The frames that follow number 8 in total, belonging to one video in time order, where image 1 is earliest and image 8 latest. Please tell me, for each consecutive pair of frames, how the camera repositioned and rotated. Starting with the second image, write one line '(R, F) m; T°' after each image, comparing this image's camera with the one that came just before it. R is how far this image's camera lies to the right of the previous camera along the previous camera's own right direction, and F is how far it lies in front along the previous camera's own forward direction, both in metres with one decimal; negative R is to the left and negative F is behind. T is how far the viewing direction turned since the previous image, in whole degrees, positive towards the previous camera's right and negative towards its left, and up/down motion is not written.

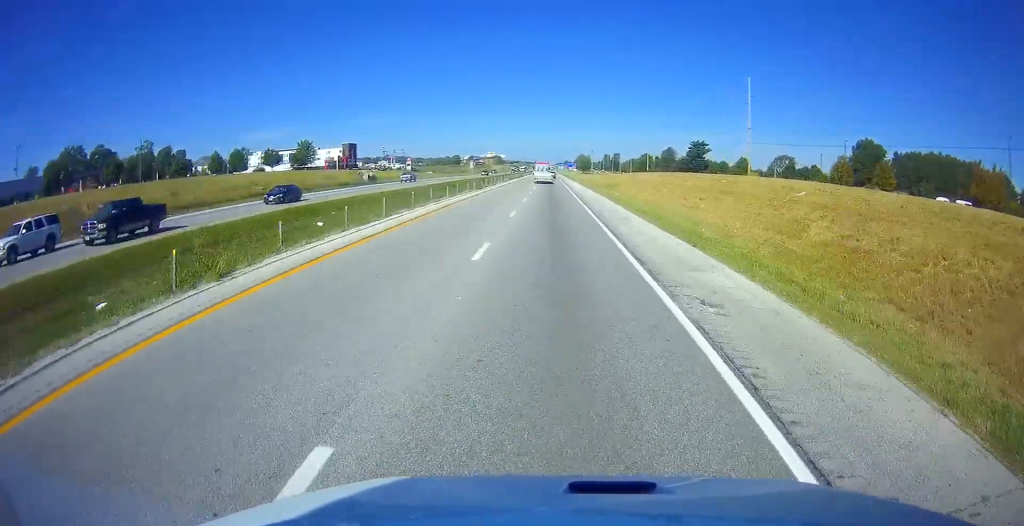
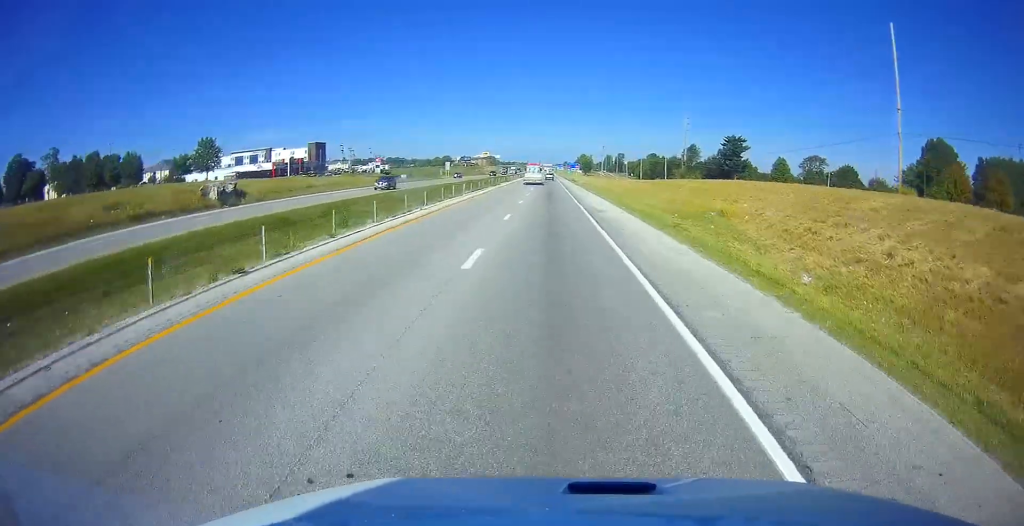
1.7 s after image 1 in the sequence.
(0.0, +49.7) m; 0°
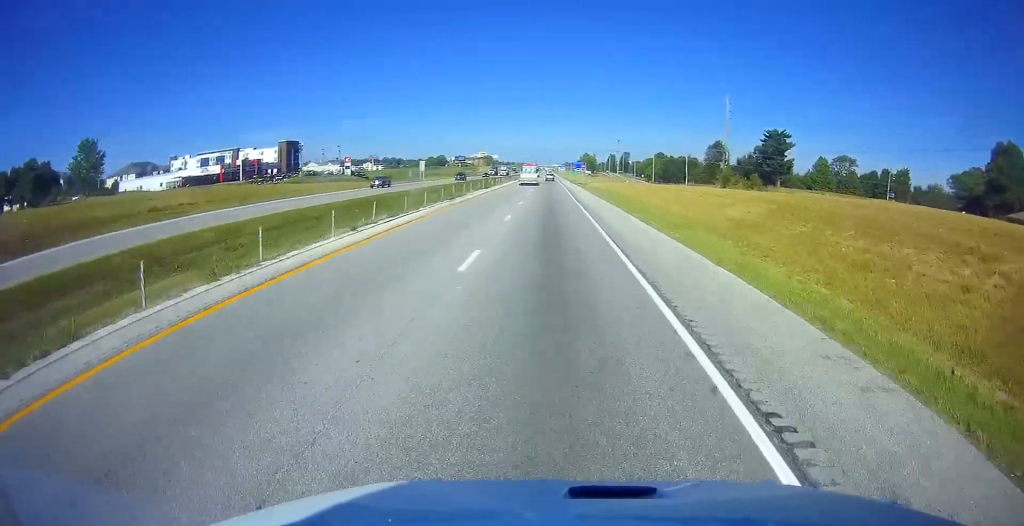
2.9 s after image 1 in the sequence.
(0.0, +36.7) m; 0°
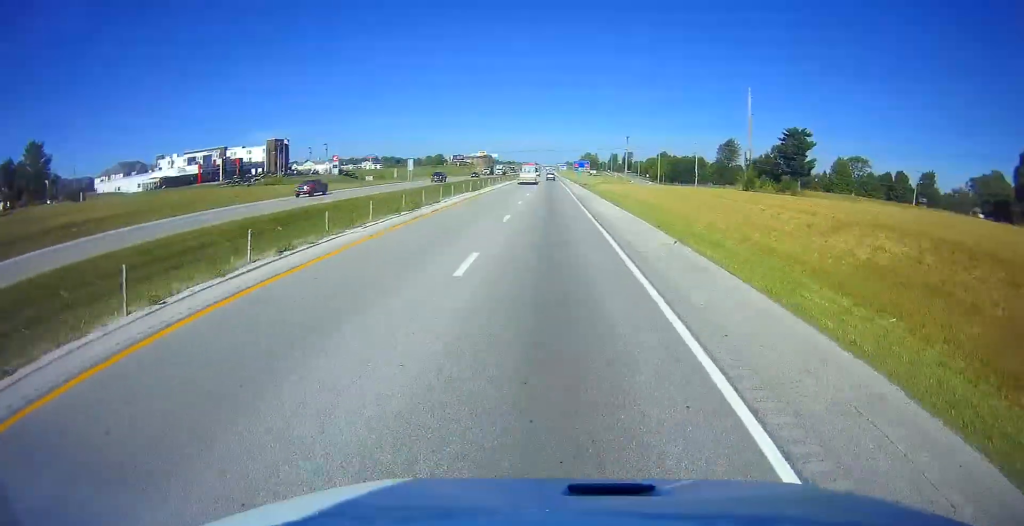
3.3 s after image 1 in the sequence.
(0.0, +12.9) m; 0°
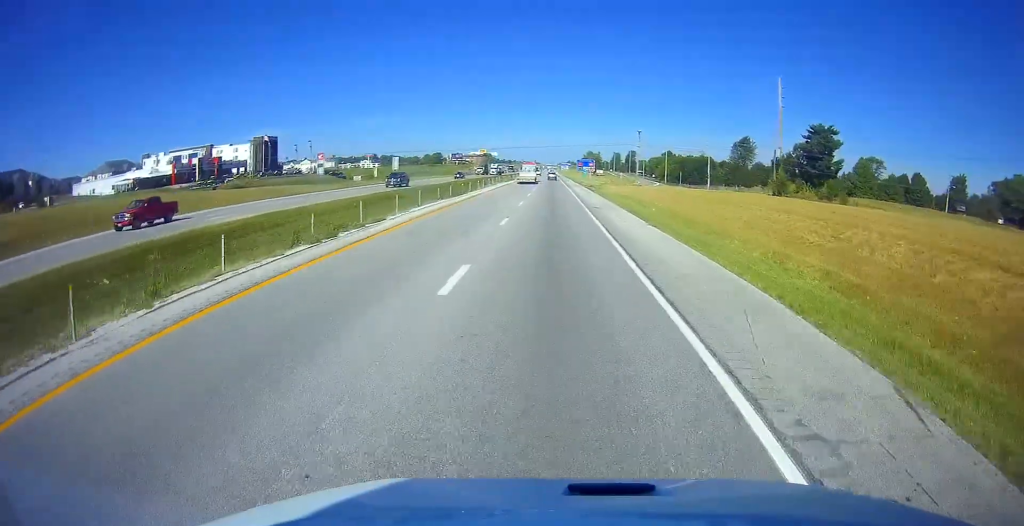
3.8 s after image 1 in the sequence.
(0.0, +13.9) m; 0°
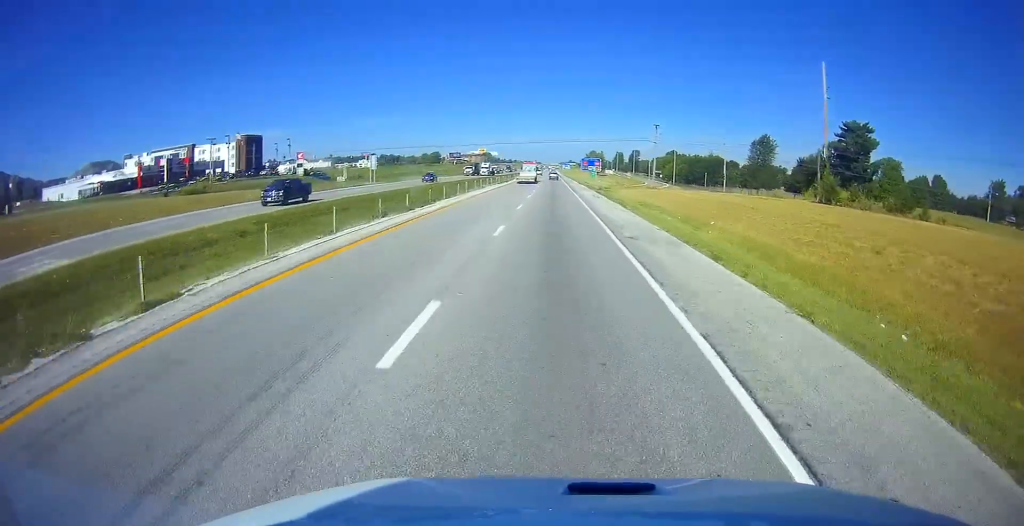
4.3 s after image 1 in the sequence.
(0.0, +15.9) m; 0°
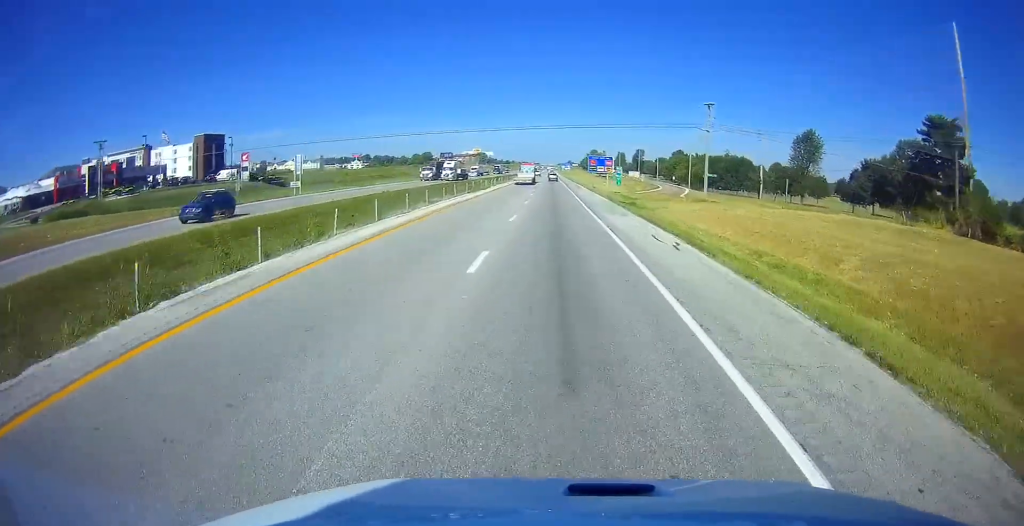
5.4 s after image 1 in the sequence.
(0.0, +30.8) m; 0°
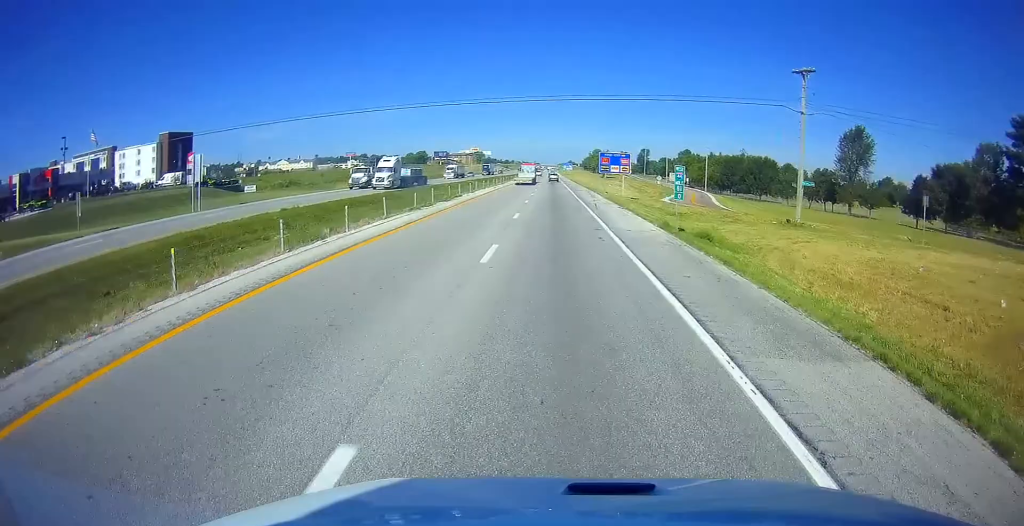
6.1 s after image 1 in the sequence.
(0.0, +22.8) m; 0°
